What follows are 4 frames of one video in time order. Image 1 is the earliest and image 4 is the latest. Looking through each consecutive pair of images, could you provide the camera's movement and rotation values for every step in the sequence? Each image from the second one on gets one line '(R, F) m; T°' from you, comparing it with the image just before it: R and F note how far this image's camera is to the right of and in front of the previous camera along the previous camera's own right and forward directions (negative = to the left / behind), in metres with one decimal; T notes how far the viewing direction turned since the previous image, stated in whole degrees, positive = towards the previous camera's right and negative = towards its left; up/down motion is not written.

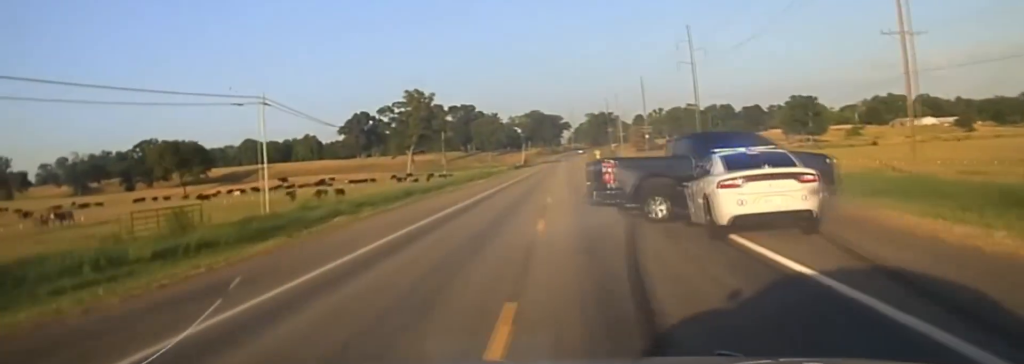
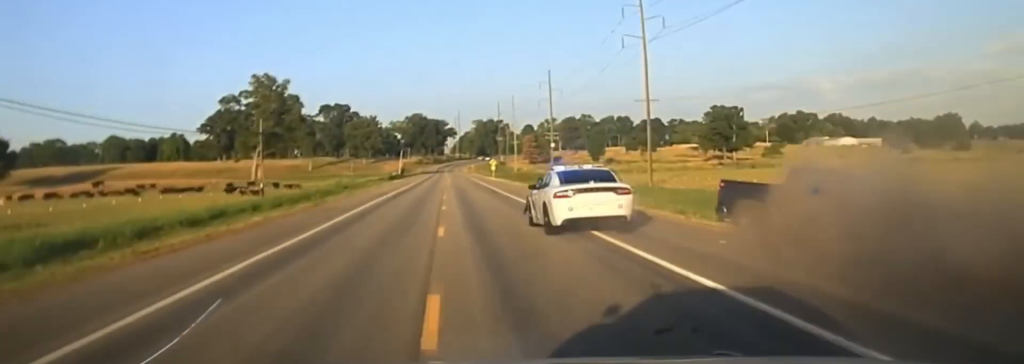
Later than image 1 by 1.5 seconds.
(+0.8, +44.6) m; +5°
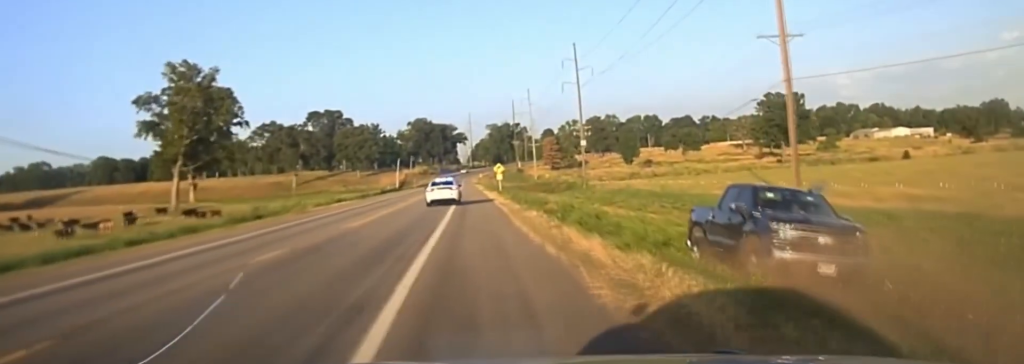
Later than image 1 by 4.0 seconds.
(+2.8, +48.1) m; +3°
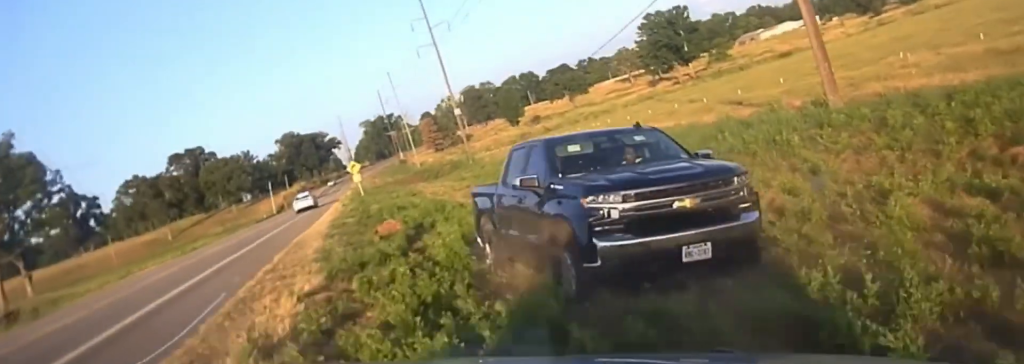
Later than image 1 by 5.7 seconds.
(+1.0, +22.7) m; +5°
